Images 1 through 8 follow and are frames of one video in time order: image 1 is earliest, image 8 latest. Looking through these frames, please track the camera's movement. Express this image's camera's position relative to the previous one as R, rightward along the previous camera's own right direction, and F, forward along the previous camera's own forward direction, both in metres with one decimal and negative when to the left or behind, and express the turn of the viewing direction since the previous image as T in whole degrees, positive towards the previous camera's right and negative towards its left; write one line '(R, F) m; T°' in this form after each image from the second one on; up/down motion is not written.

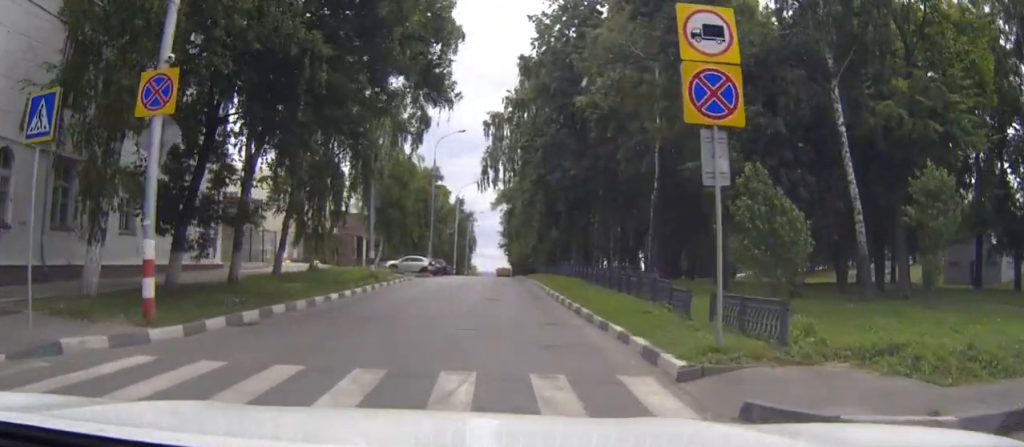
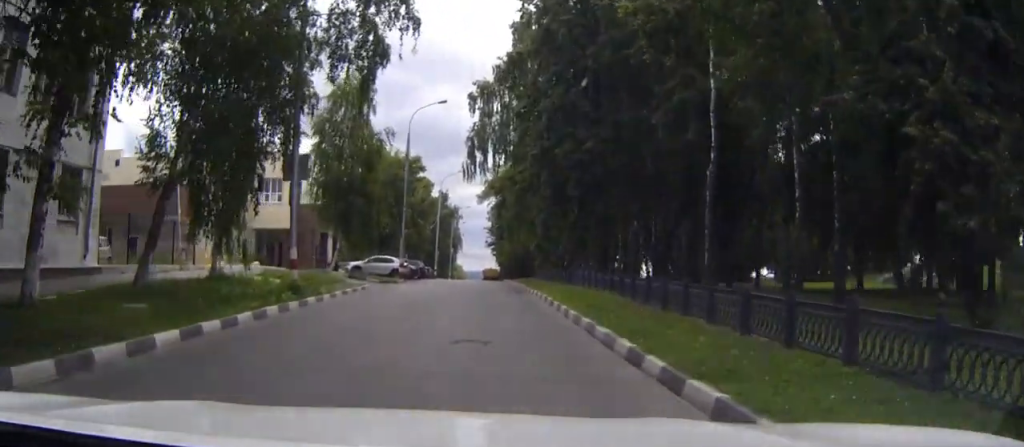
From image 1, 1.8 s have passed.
(+0.5, +10.2) m; +6°
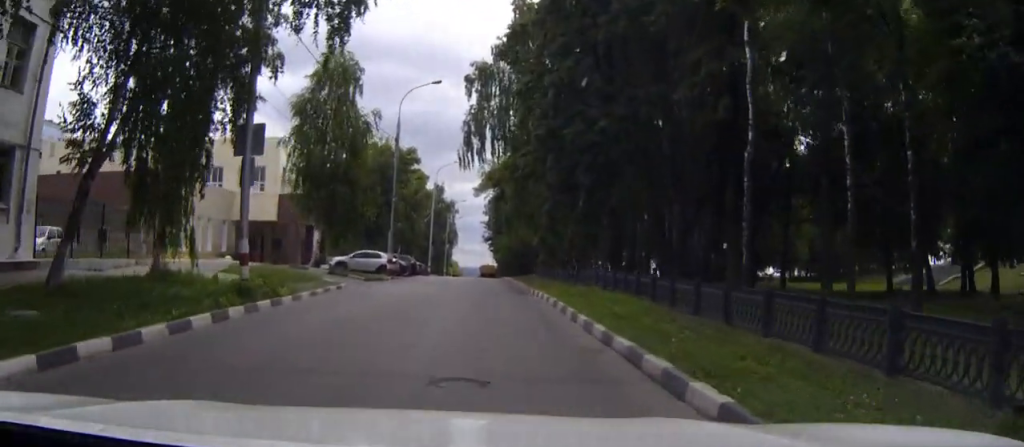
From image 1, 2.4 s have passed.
(+0.1, +3.8) m; +4°
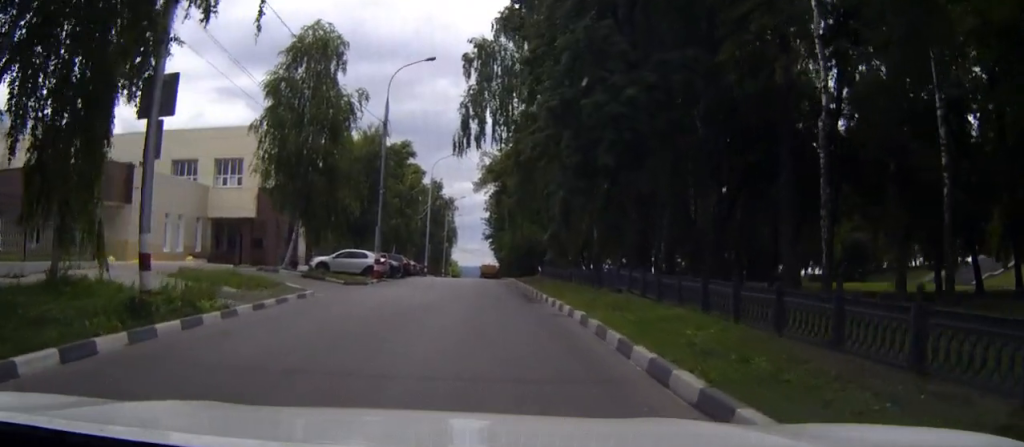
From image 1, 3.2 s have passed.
(+0.4, +4.9) m; +7°
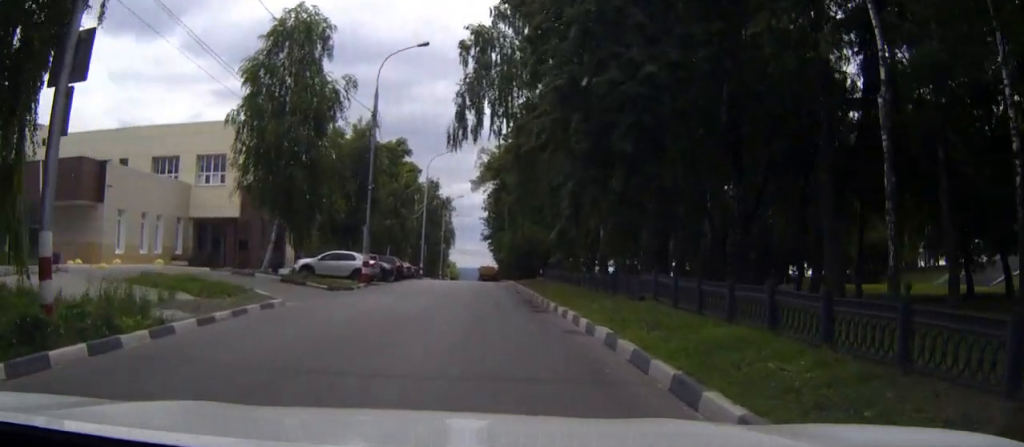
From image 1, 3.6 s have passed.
(+0.1, +3.3) m; +1°
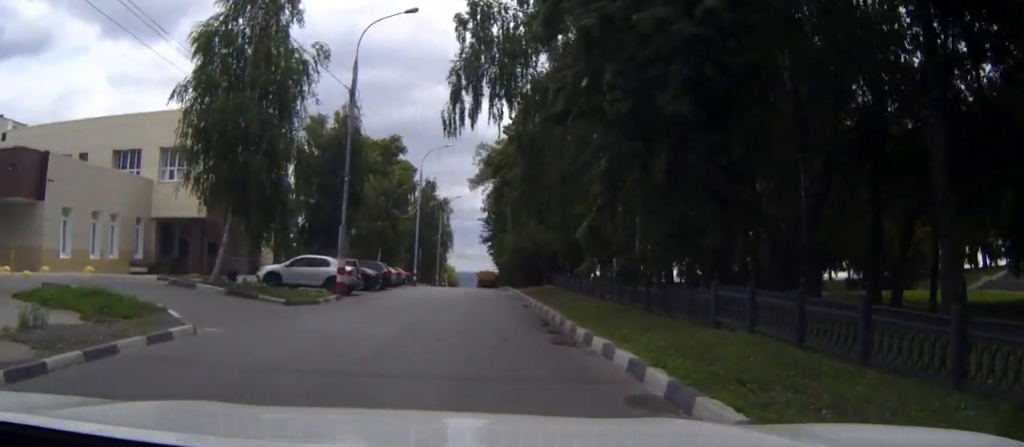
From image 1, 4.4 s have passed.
(+0.1, +6.4) m; +1°
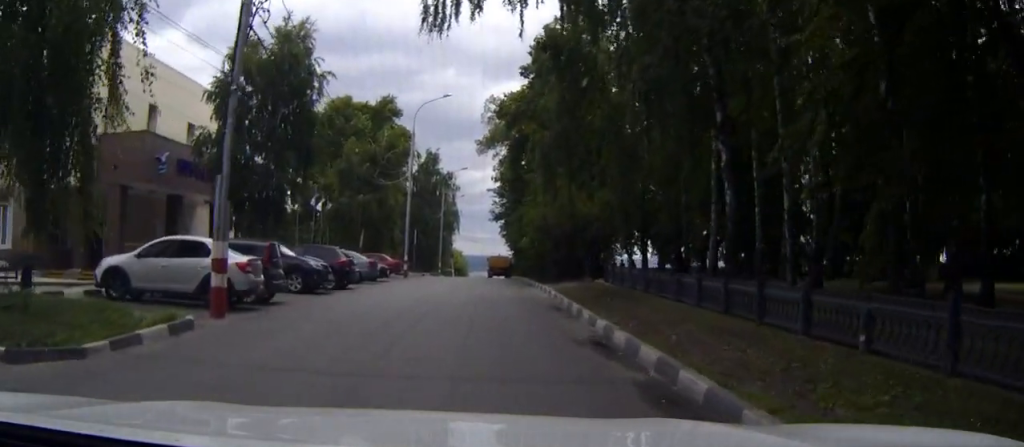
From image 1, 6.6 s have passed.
(0.0, +16.4) m; +2°
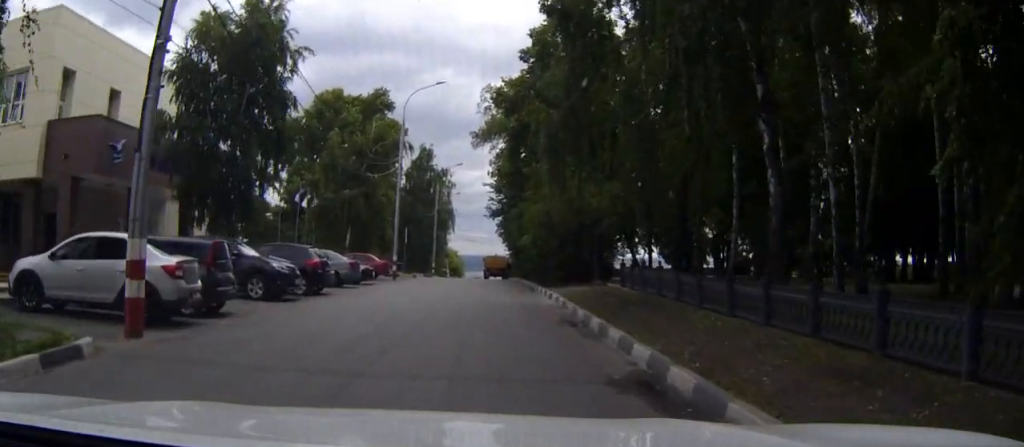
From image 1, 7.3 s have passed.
(+0.1, +4.4) m; +1°
